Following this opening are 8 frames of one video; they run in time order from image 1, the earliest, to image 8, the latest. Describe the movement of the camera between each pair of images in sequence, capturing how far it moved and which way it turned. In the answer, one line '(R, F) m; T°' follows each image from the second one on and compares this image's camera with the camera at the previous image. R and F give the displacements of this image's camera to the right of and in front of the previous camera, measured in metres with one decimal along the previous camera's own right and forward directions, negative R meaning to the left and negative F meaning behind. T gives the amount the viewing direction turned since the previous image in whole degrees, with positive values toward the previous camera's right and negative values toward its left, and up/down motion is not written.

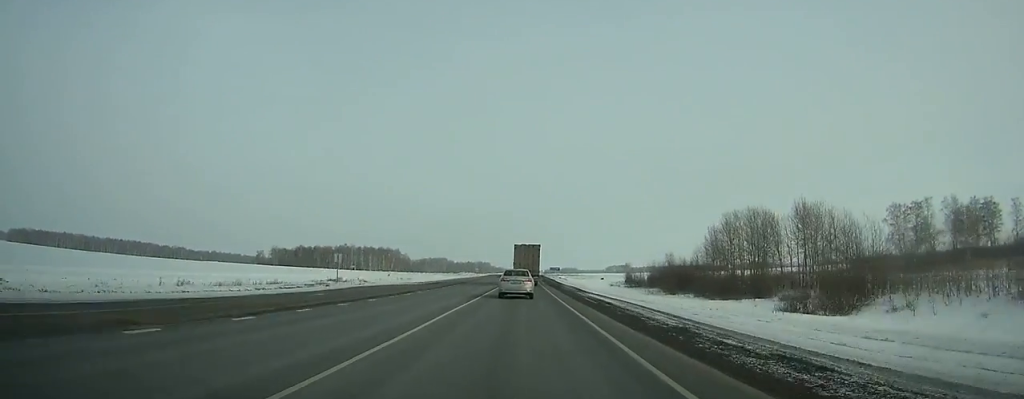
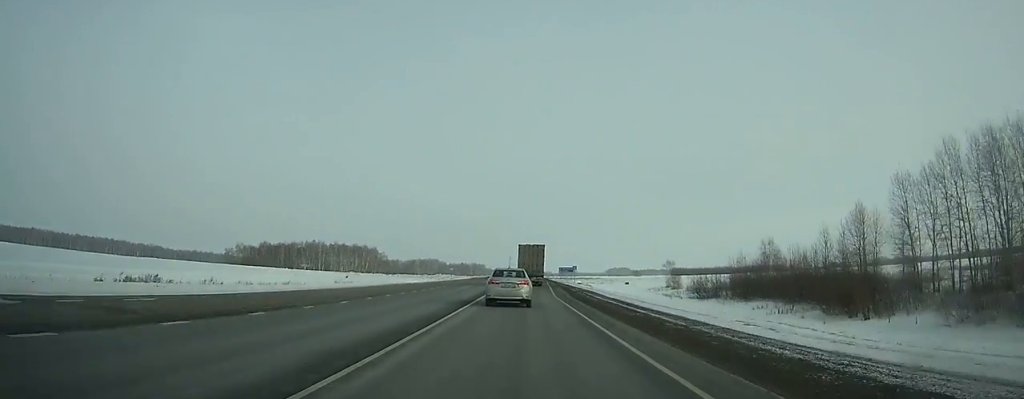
(+0.1, +60.1) m; 0°
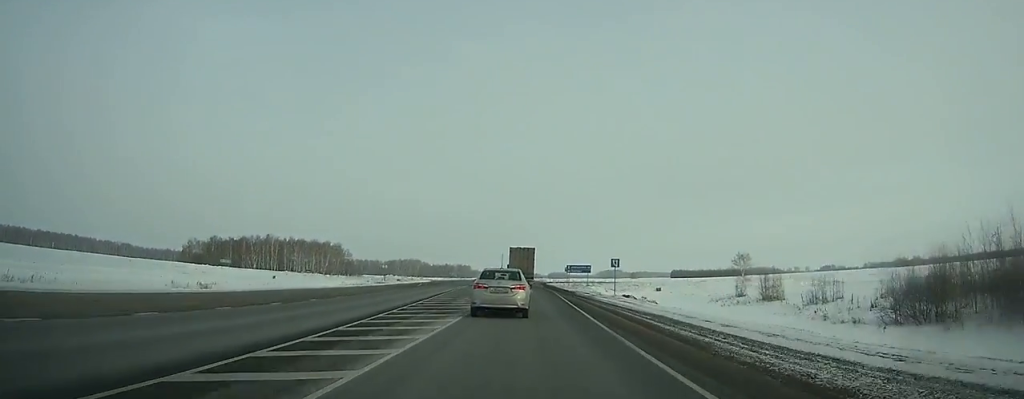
(+0.2, +52.8) m; 0°
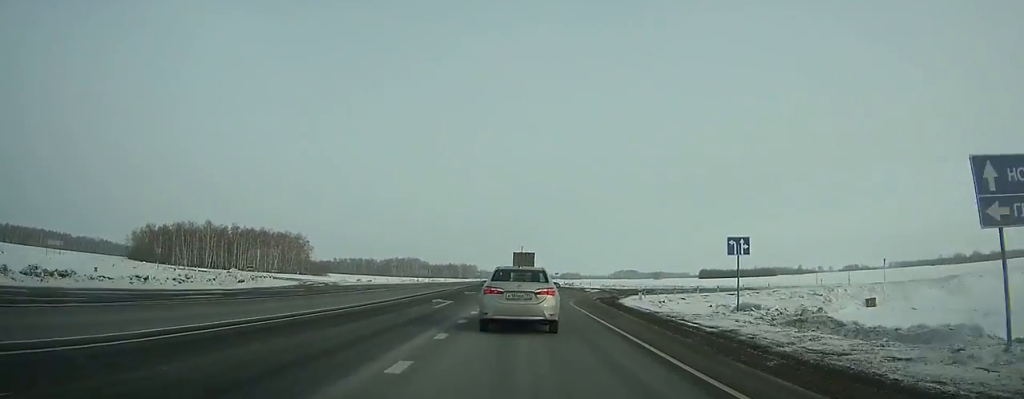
(-0.1, +73.1) m; 0°
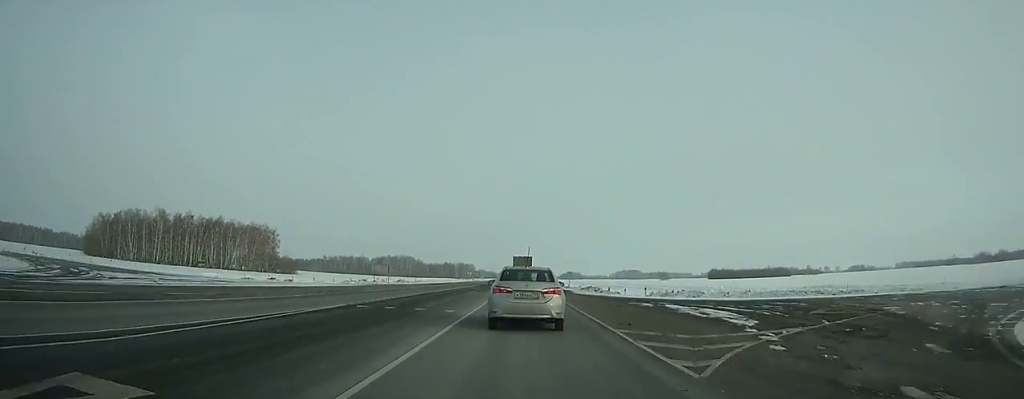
(-0.1, +36.1) m; 0°
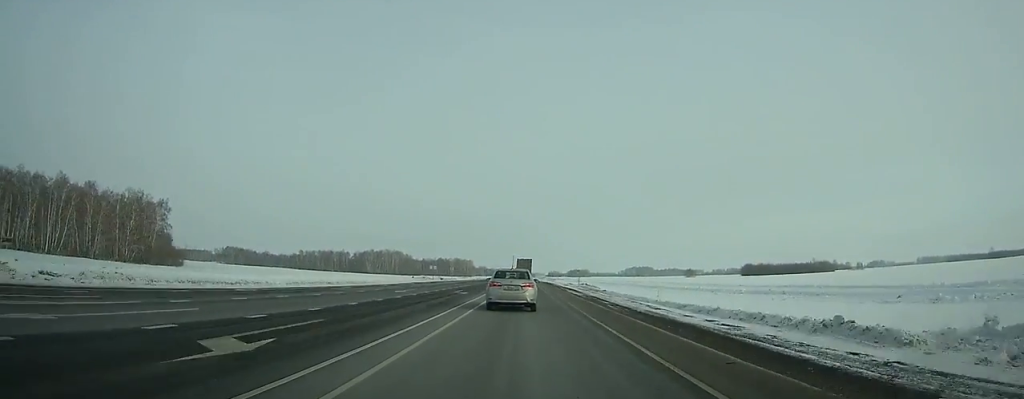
(-0.5, +86.9) m; 0°
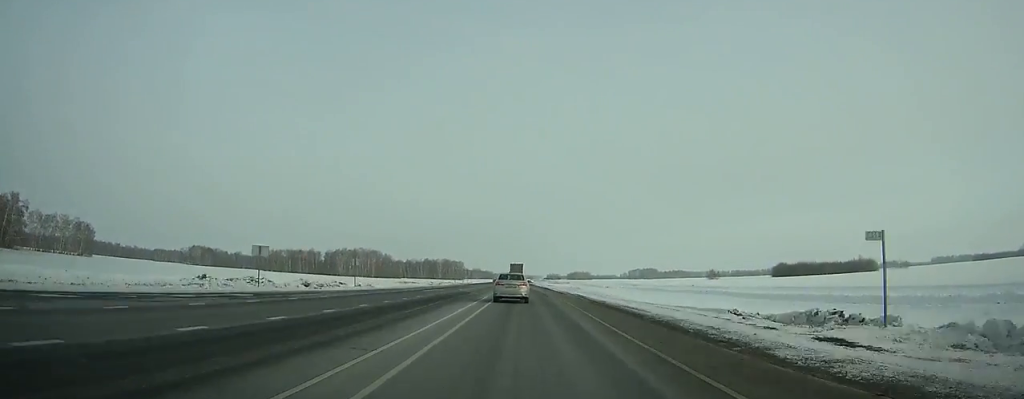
(-0.3, +77.1) m; 0°
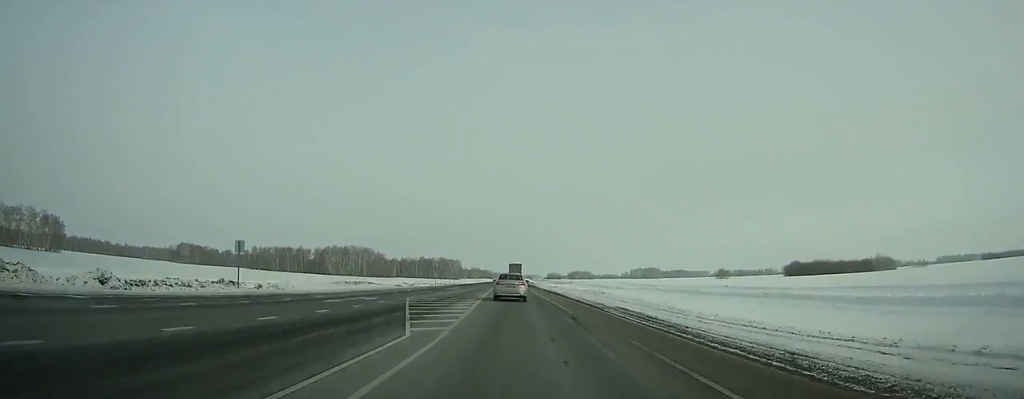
(0.0, +24.8) m; 0°
